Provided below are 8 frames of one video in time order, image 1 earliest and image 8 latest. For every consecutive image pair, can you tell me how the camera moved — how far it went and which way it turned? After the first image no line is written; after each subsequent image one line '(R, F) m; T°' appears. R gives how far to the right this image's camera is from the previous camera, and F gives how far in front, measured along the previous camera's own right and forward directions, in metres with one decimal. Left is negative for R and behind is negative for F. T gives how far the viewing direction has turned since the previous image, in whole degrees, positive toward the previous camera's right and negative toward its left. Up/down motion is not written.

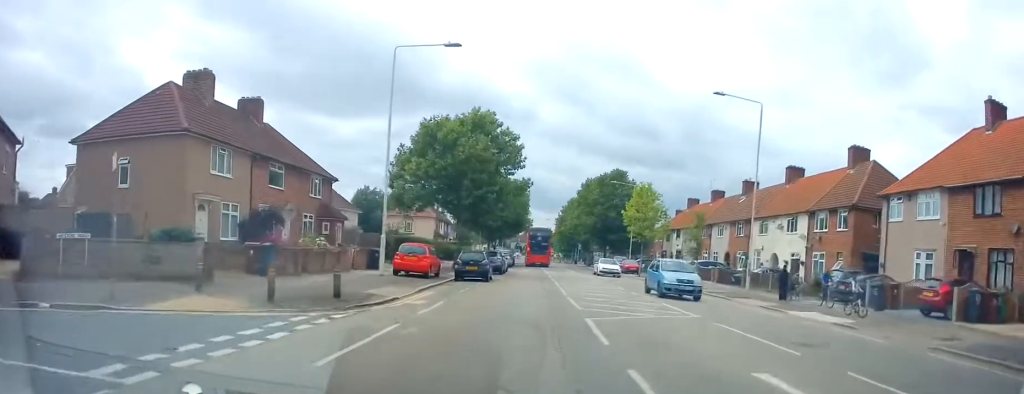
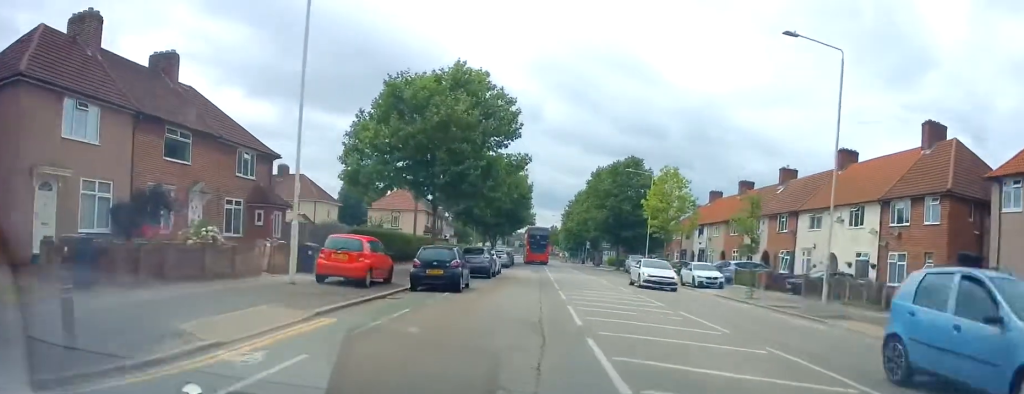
(-0.2, +9.1) m; -2°
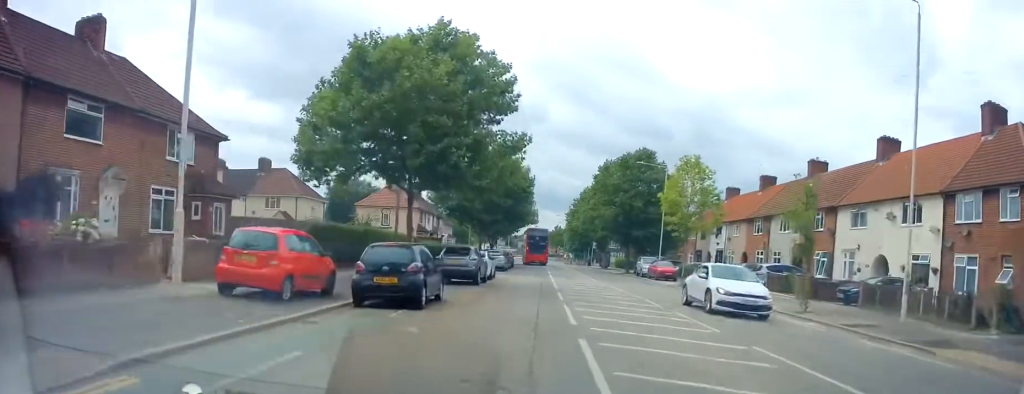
(0.0, +5.6) m; 0°
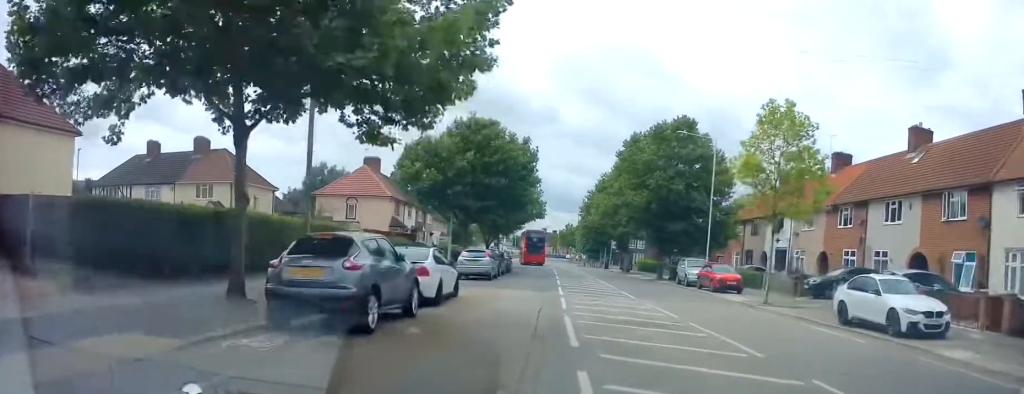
(-0.1, +13.9) m; 0°
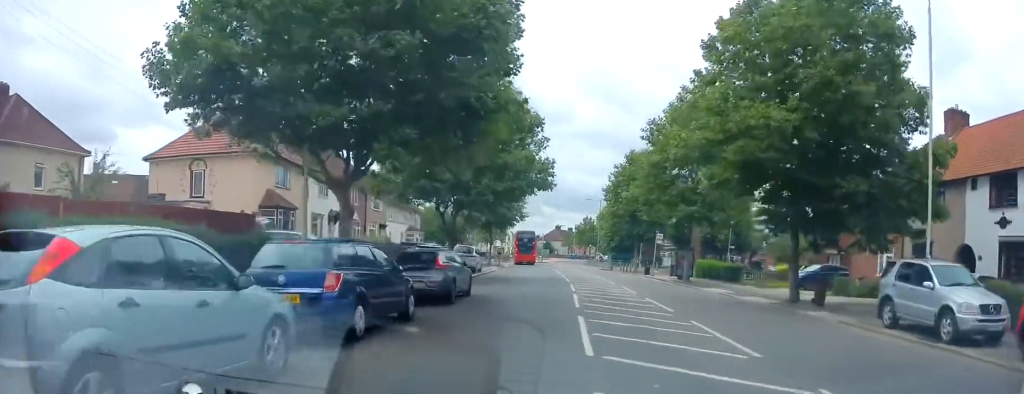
(-1.0, +24.7) m; -3°
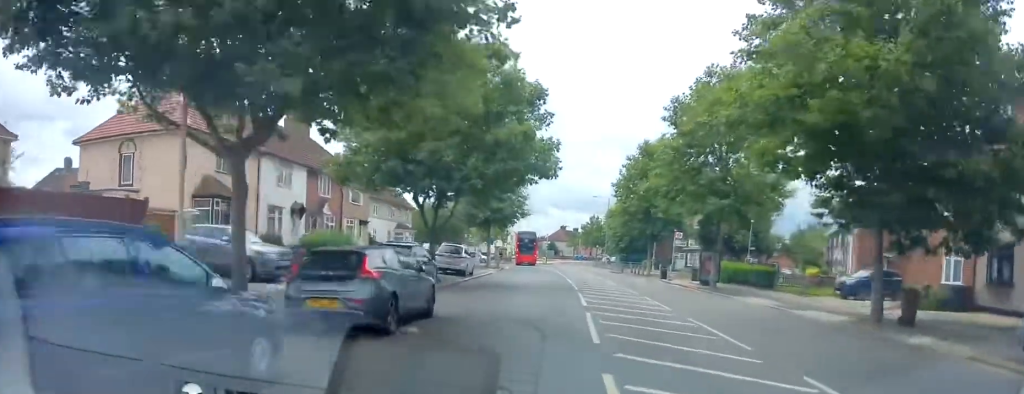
(+0.4, +5.9) m; -1°
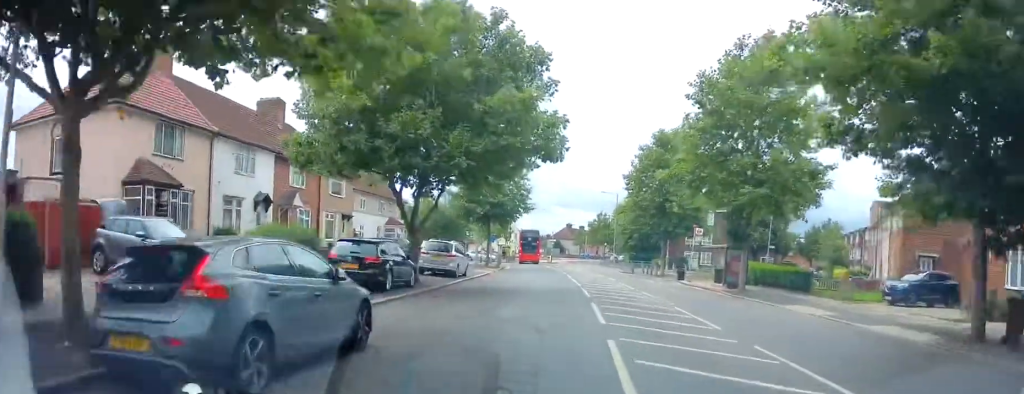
(-0.1, +4.4) m; 0°
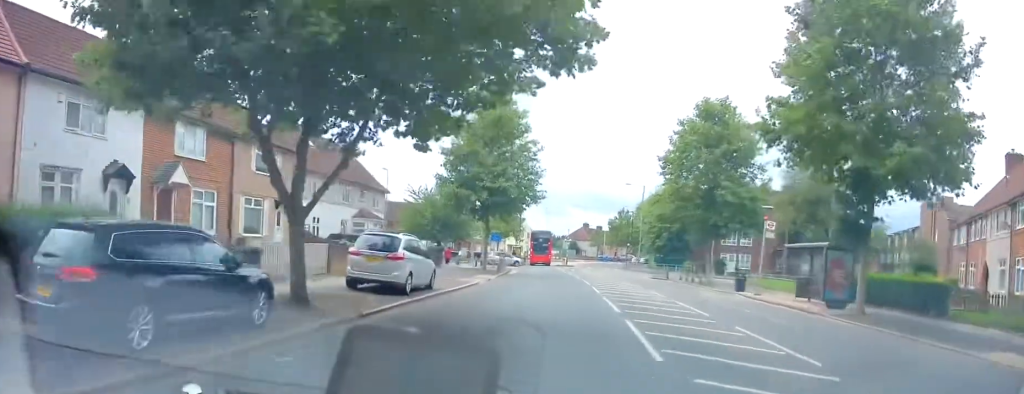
(-0.3, +10.8) m; -1°
